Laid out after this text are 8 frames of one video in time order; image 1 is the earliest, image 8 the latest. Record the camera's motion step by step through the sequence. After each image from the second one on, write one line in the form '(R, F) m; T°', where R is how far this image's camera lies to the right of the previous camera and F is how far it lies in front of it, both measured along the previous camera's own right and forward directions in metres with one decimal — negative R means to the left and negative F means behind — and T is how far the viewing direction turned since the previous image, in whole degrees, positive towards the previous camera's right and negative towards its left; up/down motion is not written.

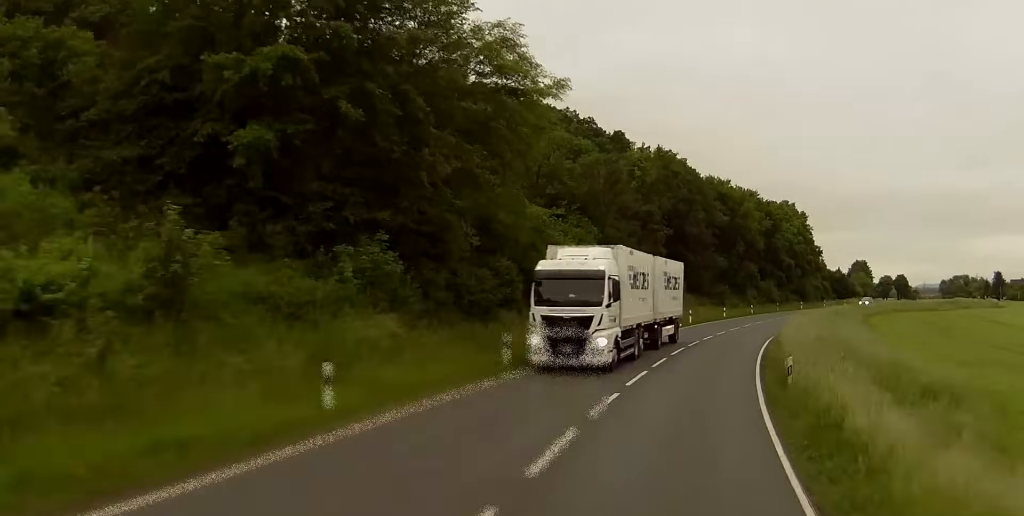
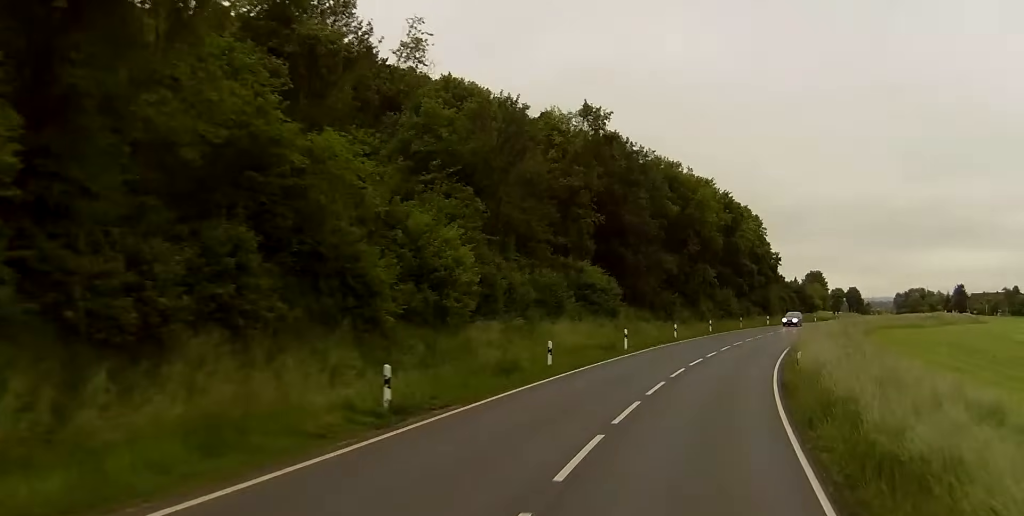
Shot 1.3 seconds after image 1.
(+0.4, +21.4) m; +4°
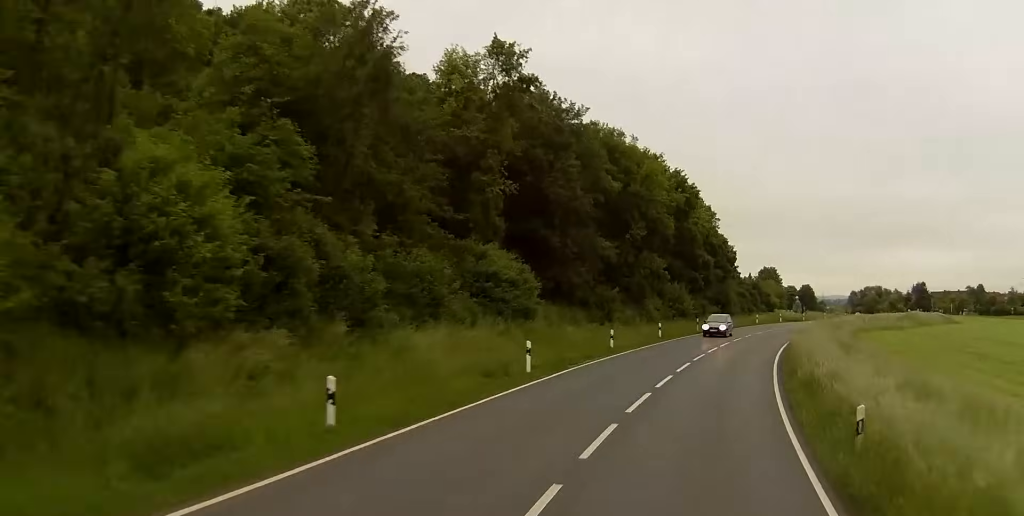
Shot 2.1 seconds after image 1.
(+0.6, +15.5) m; +2°
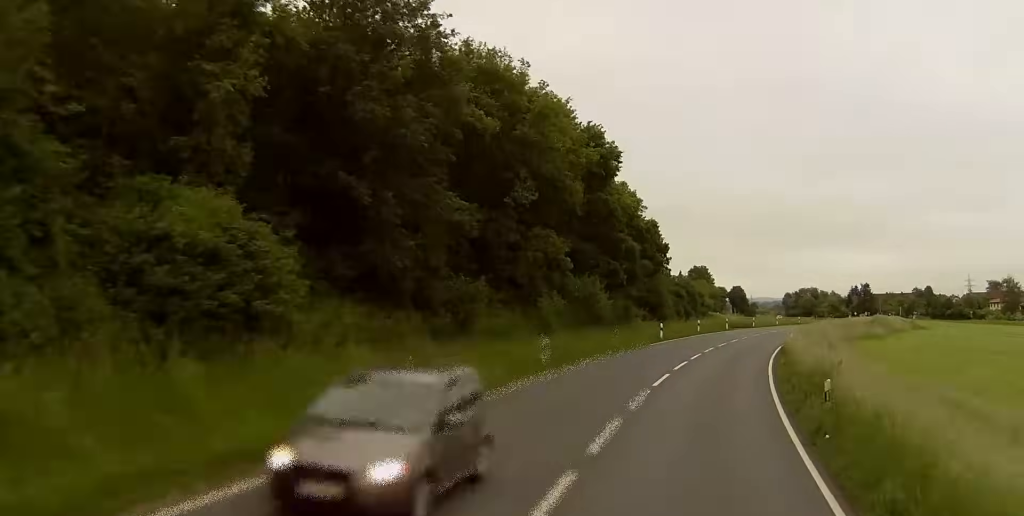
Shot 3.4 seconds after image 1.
(+0.4, +23.4) m; +4°
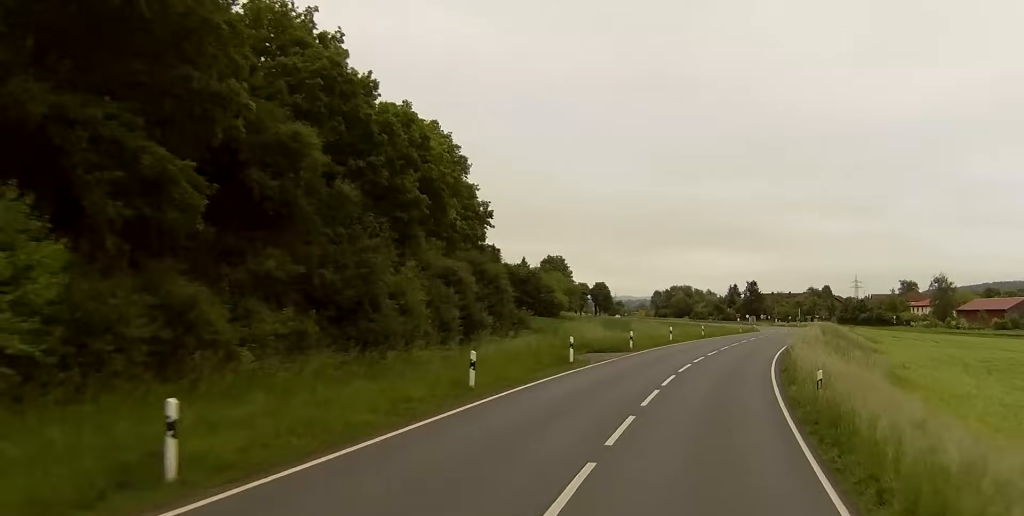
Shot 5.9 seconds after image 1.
(+4.8, +46.4) m; +10°
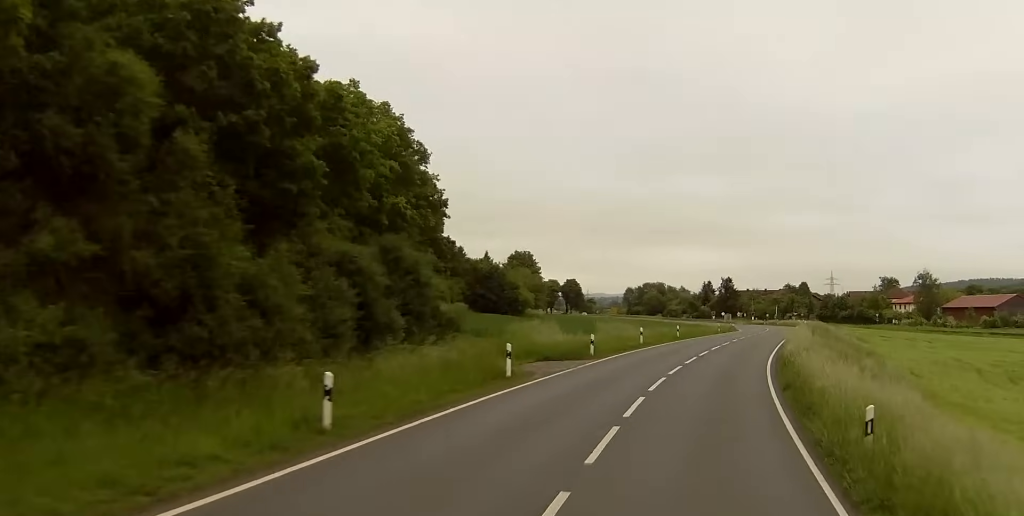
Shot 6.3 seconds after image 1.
(0.0, +8.0) m; +1°
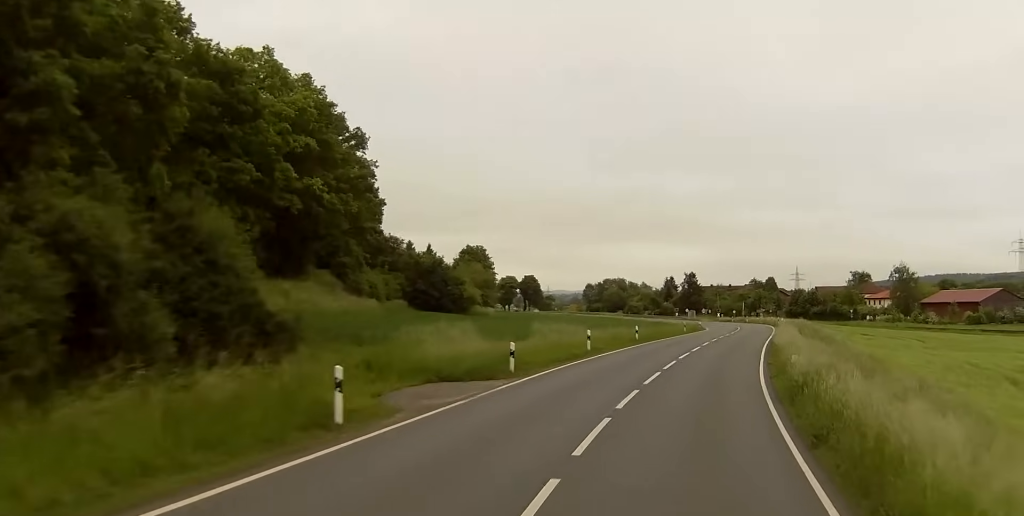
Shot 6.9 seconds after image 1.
(+0.3, +11.0) m; +2°
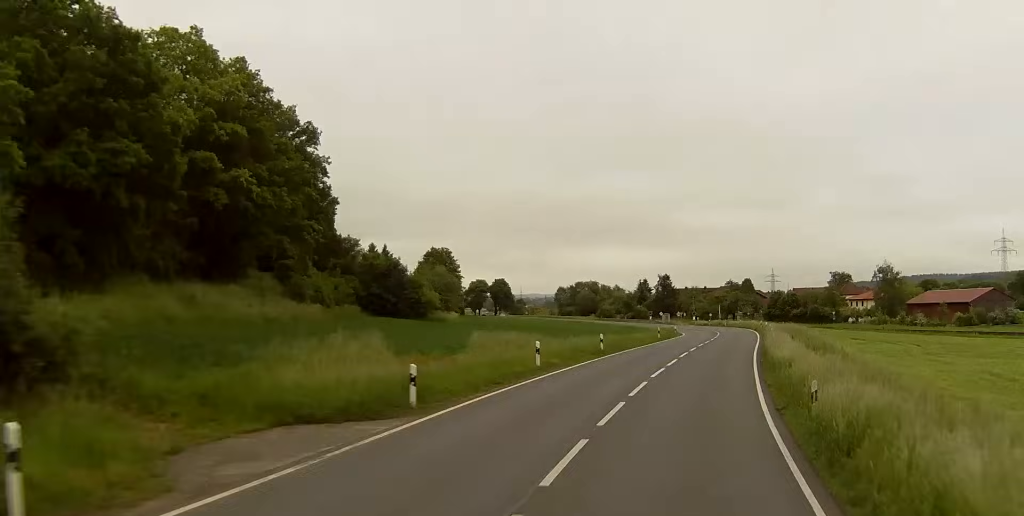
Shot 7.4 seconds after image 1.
(+0.1, +7.9) m; +2°
